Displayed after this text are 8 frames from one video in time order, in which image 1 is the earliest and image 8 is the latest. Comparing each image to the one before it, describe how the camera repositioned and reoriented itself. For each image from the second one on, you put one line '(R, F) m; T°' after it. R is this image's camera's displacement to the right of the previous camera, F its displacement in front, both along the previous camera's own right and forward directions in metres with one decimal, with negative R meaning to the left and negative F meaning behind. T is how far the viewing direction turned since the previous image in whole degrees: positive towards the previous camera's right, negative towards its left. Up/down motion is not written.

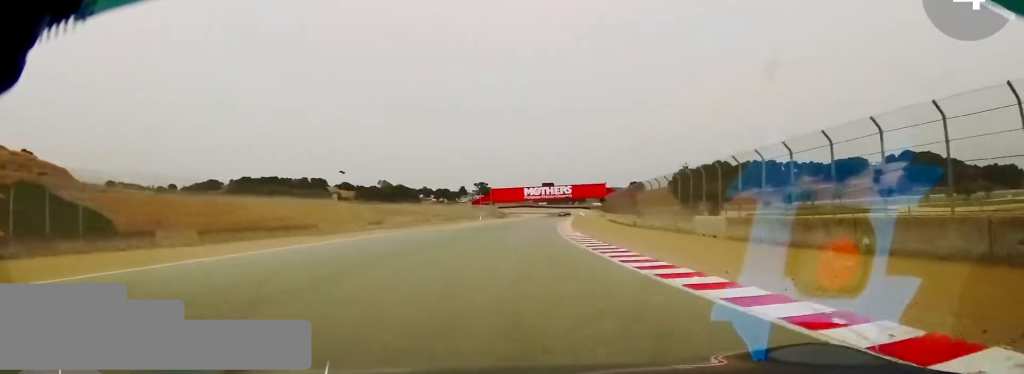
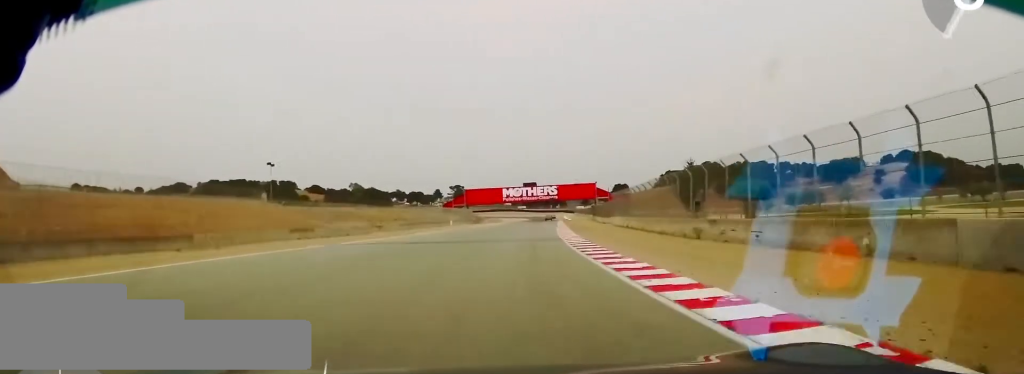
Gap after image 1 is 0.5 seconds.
(+0.2, +20.0) m; +2°
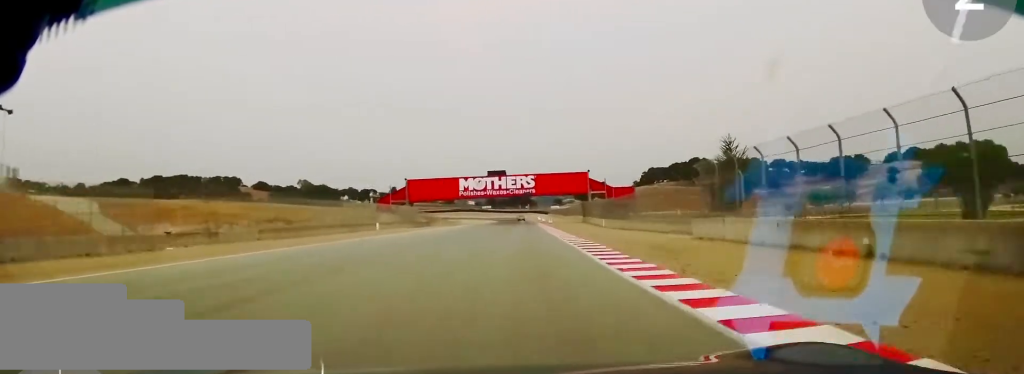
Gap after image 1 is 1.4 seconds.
(+1.1, +38.2) m; +2°
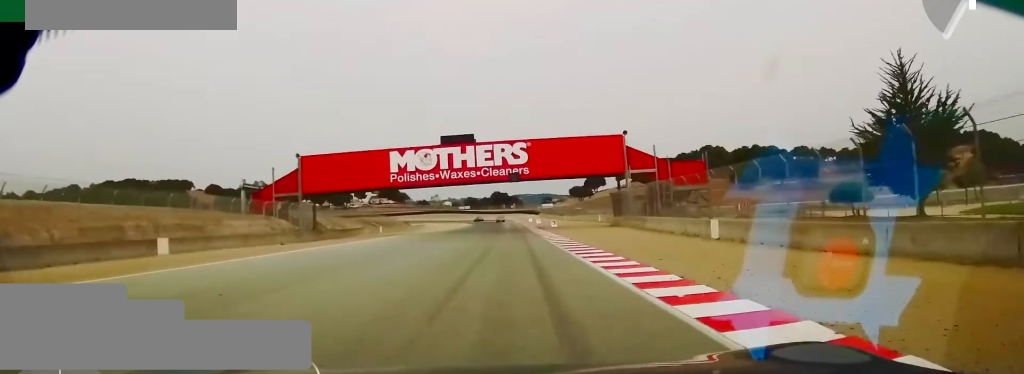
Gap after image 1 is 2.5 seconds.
(+0.8, +44.8) m; +1°
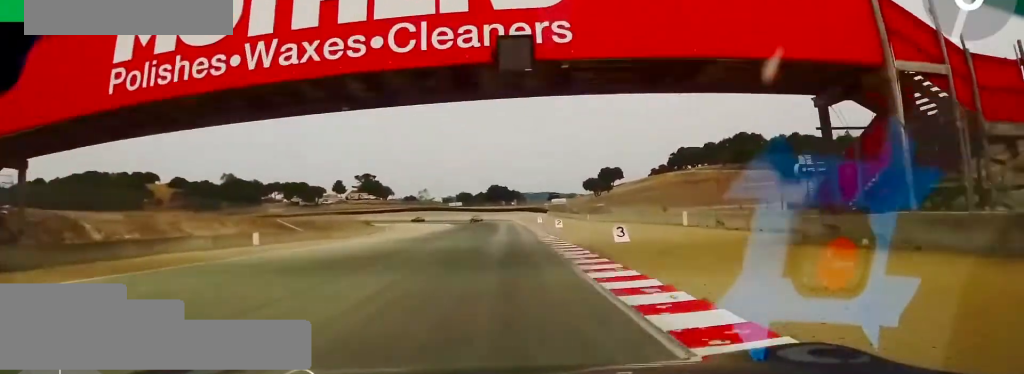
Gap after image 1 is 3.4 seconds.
(-0.1, +39.4) m; 0°
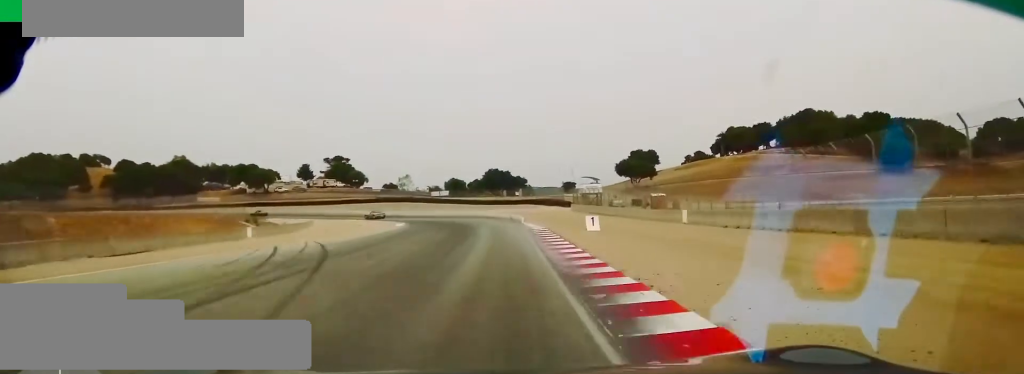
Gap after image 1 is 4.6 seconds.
(-0.2, +46.2) m; -4°
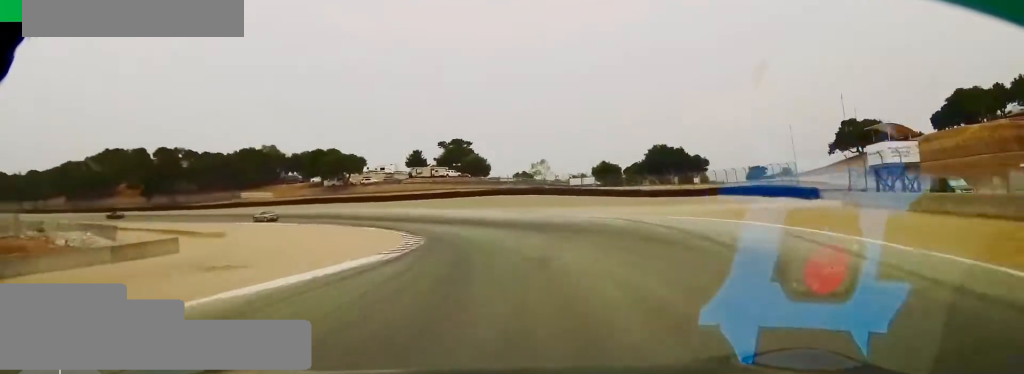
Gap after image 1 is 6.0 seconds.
(-7.5, +45.1) m; -20°
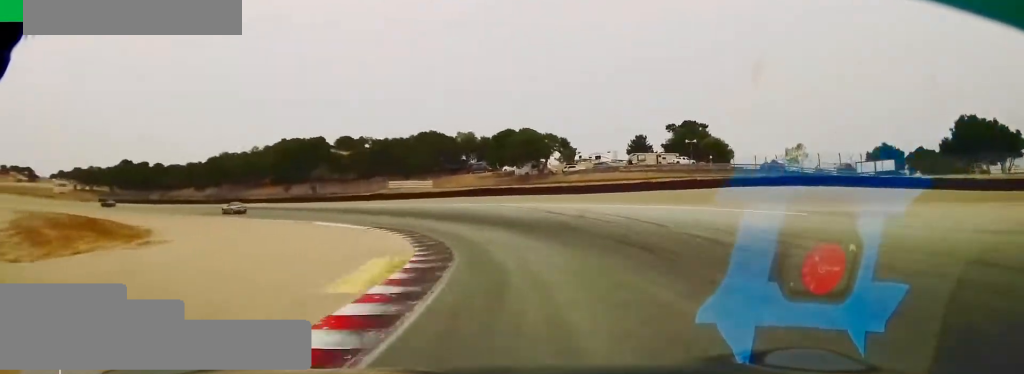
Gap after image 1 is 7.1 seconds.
(-3.8, +32.0) m; -17°
